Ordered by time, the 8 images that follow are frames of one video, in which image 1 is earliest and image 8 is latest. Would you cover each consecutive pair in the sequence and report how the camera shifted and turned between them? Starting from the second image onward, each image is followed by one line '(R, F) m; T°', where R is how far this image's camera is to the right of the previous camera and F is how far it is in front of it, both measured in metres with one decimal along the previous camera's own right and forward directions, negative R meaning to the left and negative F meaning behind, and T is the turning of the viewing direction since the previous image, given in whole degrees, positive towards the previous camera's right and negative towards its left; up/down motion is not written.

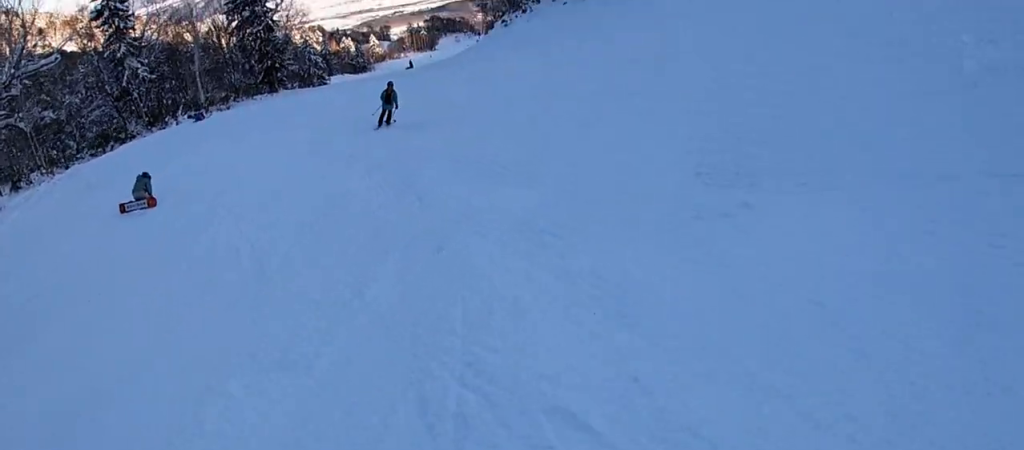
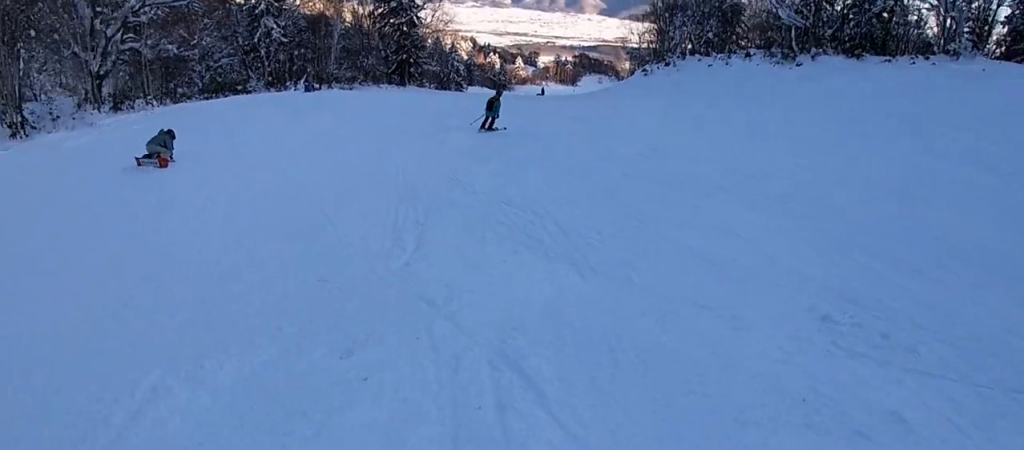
(-0.1, +3.0) m; -7°
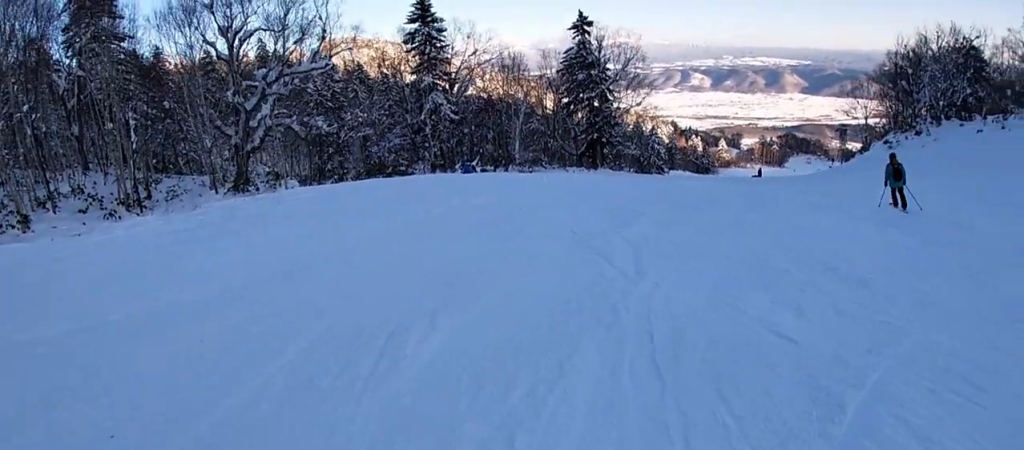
(-2.3, +10.0) m; -17°
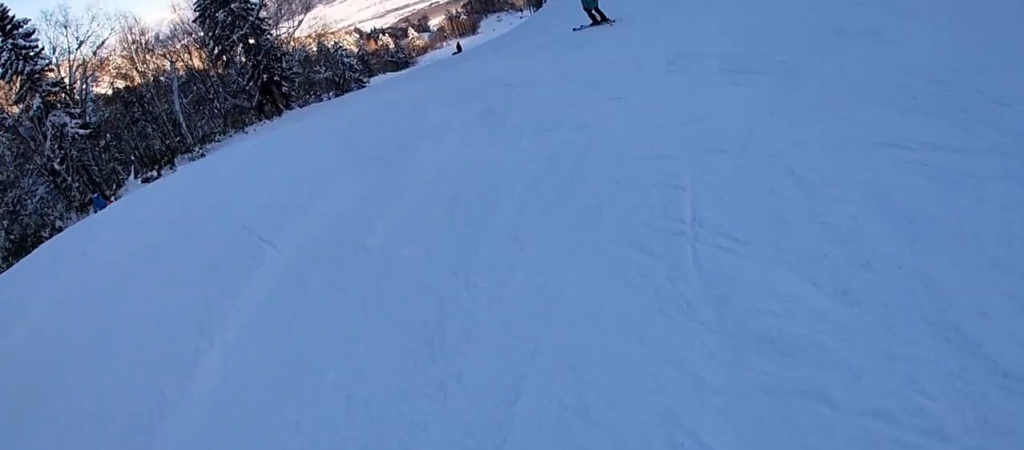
(+0.7, +6.9) m; +10°
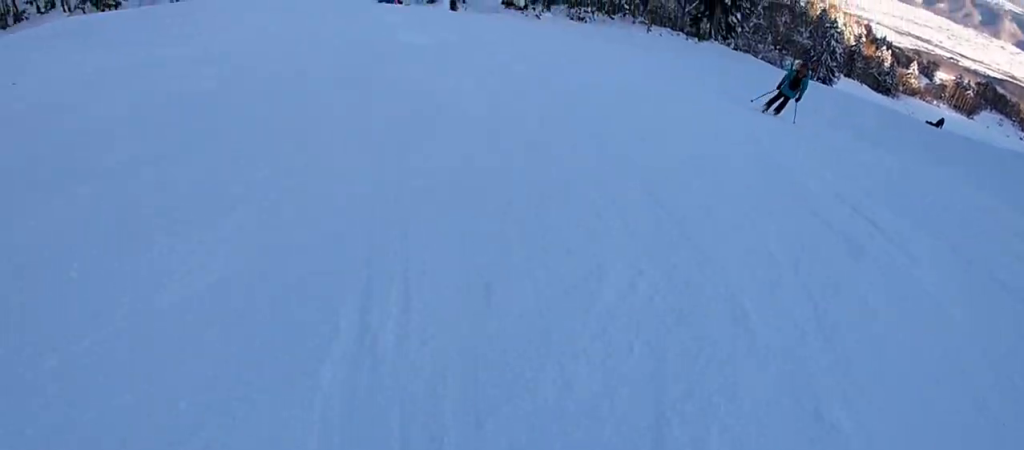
(-1.9, +10.3) m; -30°
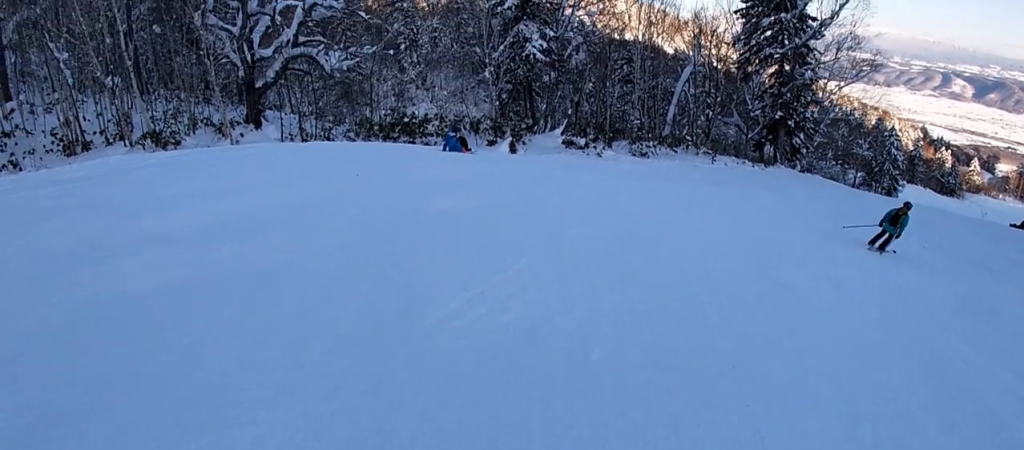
(-0.8, +2.4) m; -1°
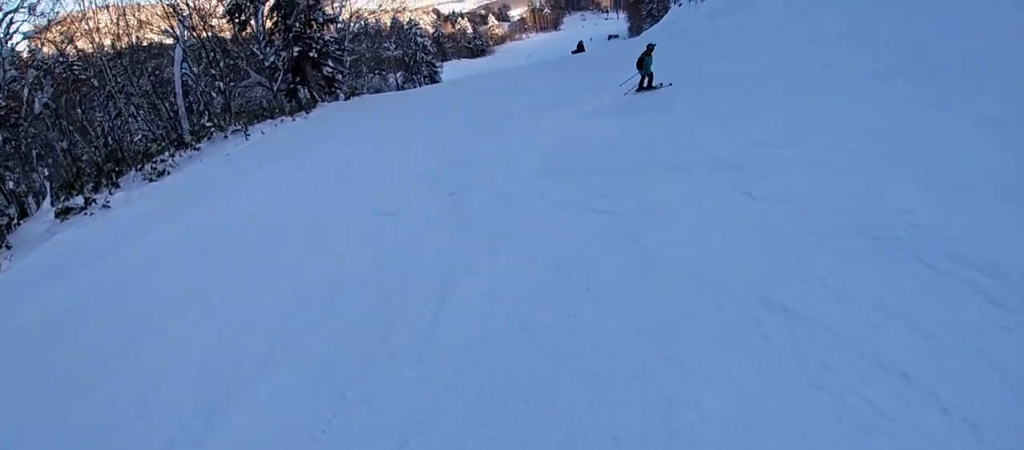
(+2.4, +6.1) m; +34°
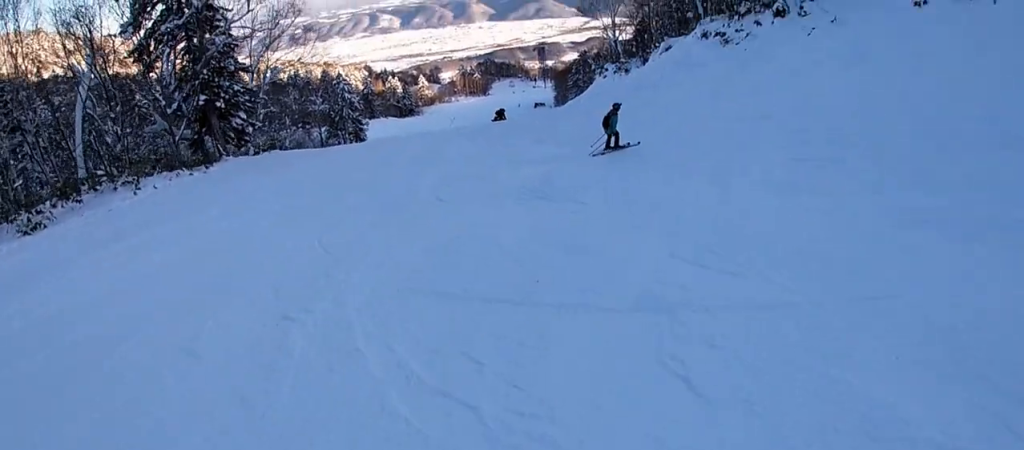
(+0.6, +2.1) m; -1°
